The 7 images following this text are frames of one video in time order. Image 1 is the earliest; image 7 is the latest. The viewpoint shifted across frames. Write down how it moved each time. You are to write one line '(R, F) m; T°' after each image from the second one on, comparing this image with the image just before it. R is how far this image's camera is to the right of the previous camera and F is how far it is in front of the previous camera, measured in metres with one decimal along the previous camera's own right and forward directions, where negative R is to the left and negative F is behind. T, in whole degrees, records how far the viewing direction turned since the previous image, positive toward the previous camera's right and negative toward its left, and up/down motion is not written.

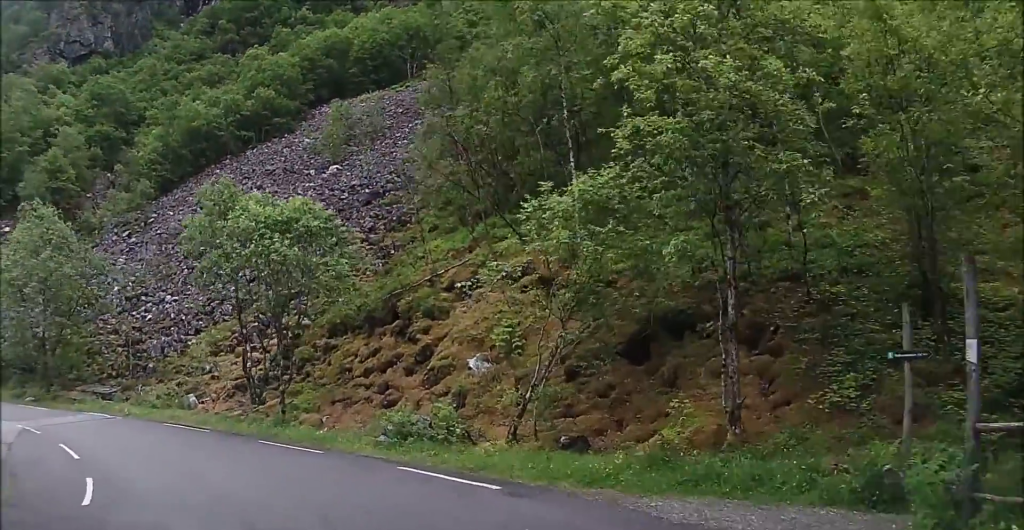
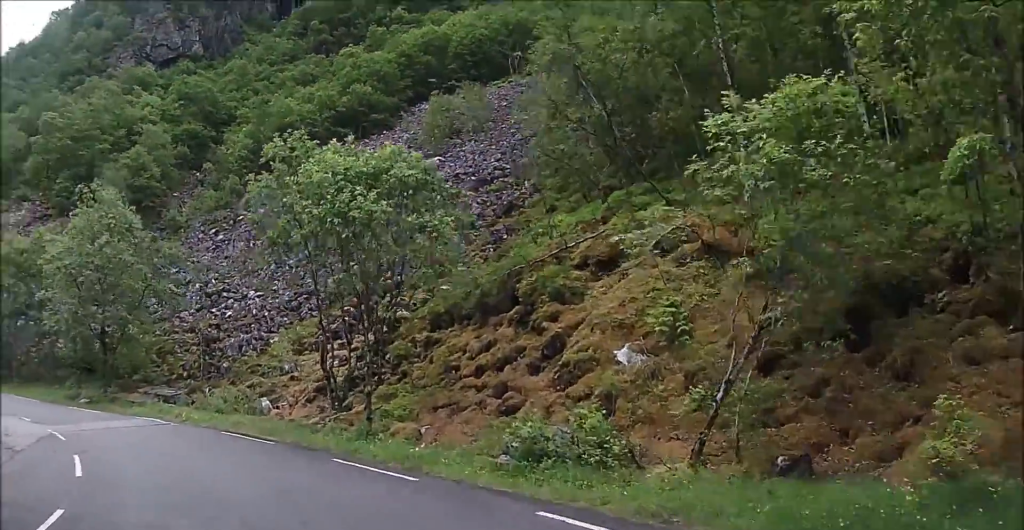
(-0.5, +3.8) m; -15°
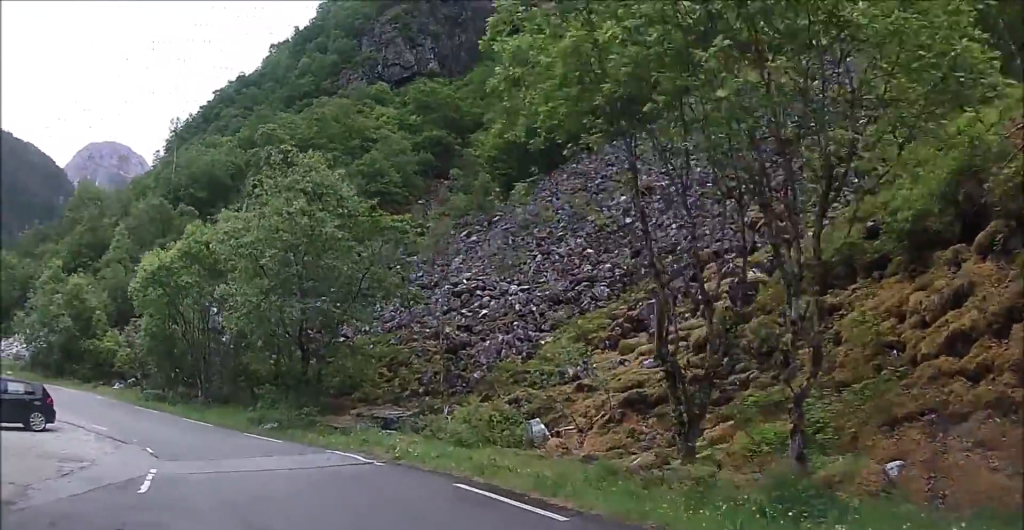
(-1.6, +7.3) m; -17°
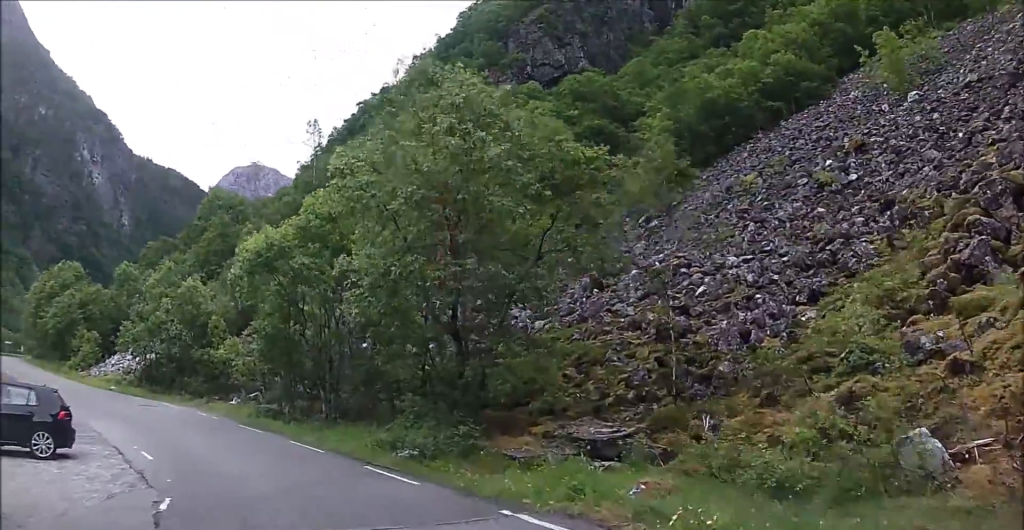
(+0.2, +8.8) m; +6°
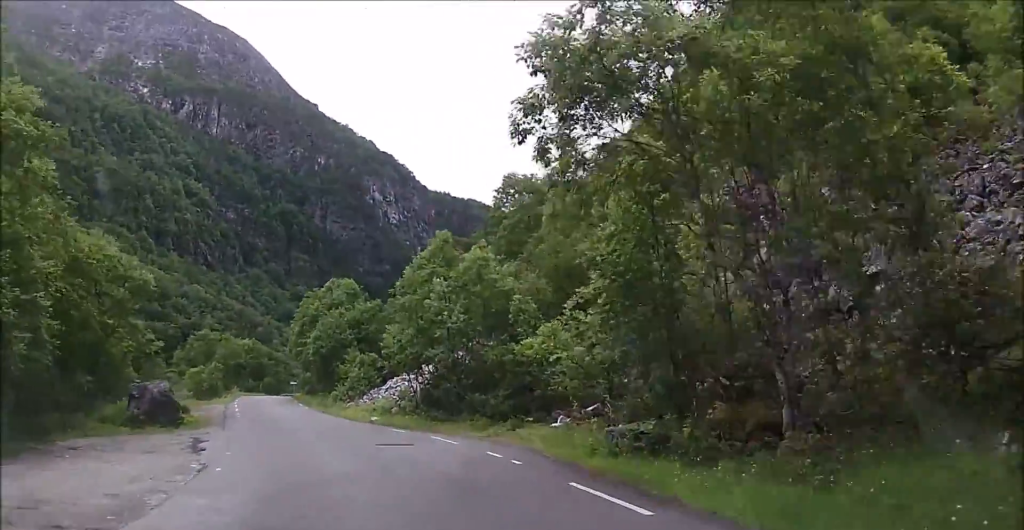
(-2.5, +10.5) m; -56°
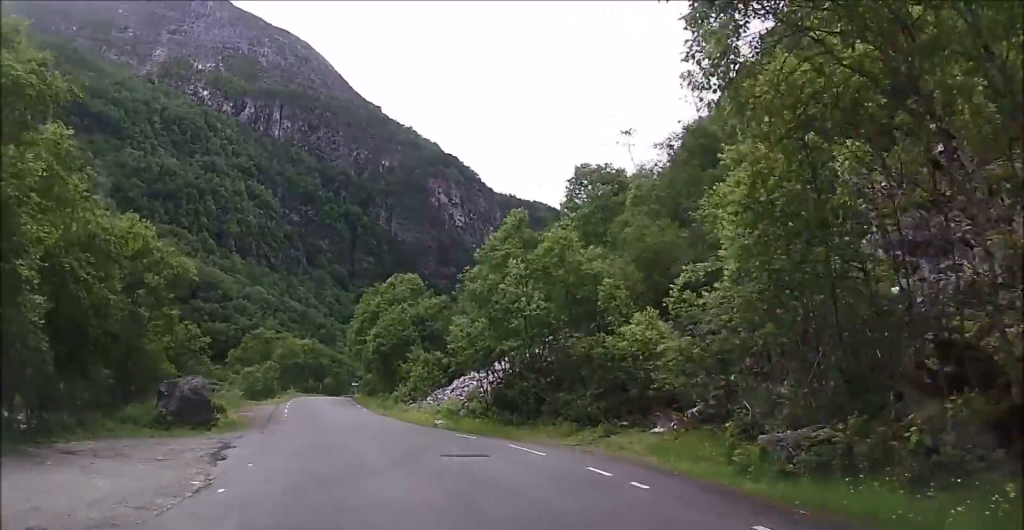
(-1.2, +5.2) m; -9°
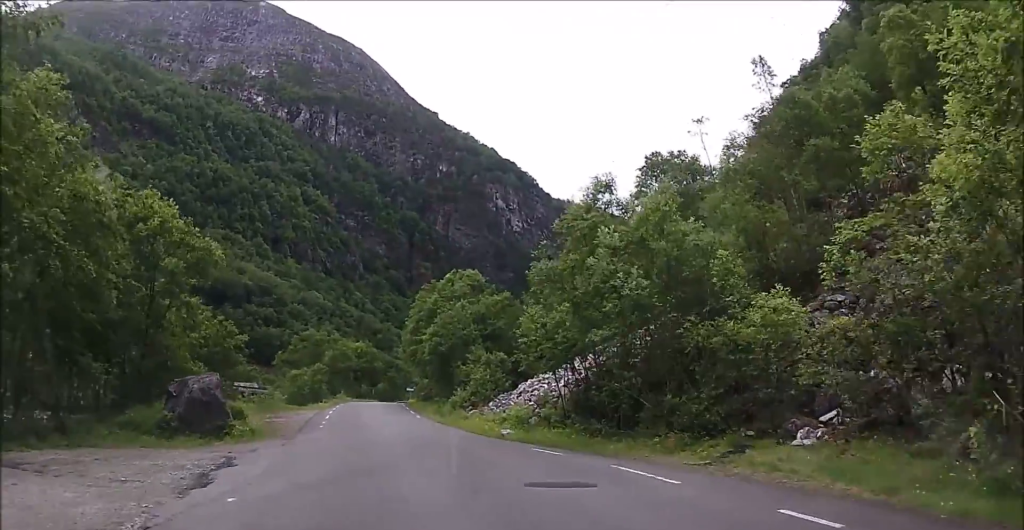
(+0.4, +5.9) m; +4°
